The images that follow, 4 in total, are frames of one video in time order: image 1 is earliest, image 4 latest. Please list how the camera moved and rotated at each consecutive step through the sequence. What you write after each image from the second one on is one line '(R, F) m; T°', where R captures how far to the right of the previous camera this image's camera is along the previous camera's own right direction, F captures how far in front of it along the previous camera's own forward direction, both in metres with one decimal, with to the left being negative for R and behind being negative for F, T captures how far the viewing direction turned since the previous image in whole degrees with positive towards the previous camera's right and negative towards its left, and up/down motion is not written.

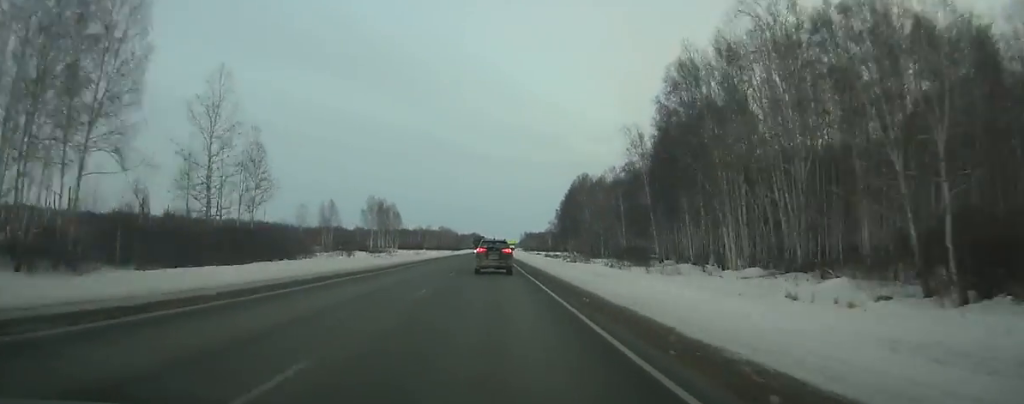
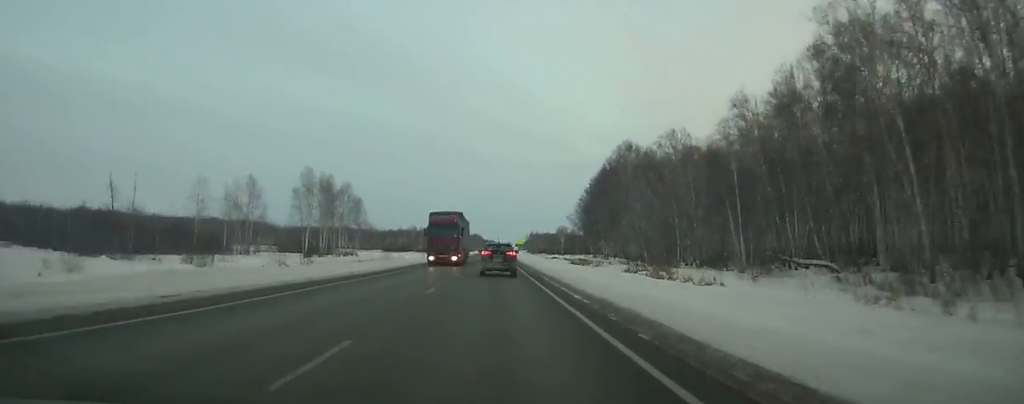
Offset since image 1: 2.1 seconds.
(-0.1, +58.2) m; 0°
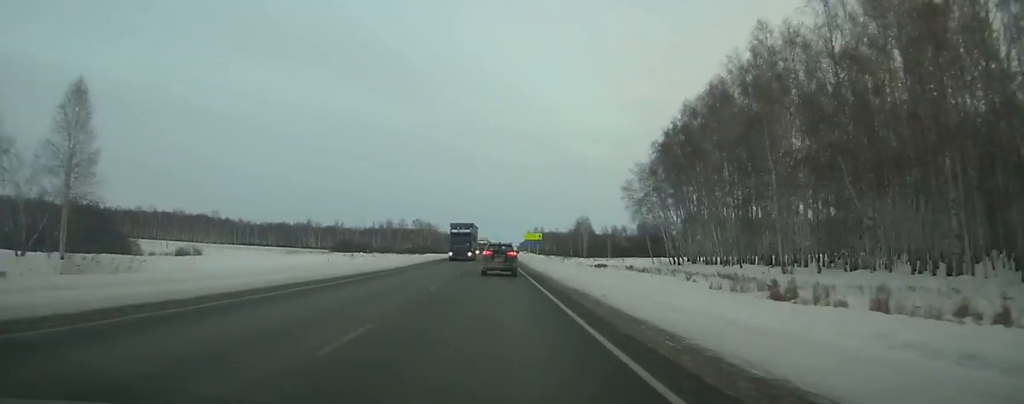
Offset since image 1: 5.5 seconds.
(+0.2, +94.1) m; 0°
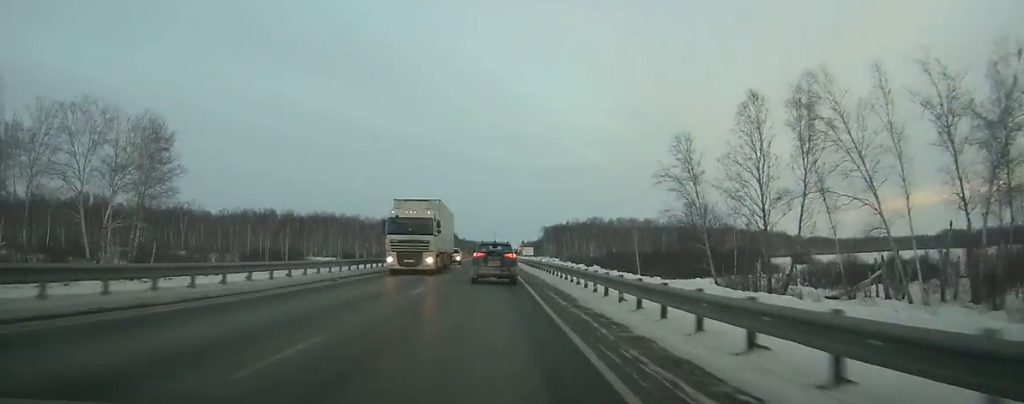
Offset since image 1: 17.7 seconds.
(+3.3, +334.4) m; +1°
